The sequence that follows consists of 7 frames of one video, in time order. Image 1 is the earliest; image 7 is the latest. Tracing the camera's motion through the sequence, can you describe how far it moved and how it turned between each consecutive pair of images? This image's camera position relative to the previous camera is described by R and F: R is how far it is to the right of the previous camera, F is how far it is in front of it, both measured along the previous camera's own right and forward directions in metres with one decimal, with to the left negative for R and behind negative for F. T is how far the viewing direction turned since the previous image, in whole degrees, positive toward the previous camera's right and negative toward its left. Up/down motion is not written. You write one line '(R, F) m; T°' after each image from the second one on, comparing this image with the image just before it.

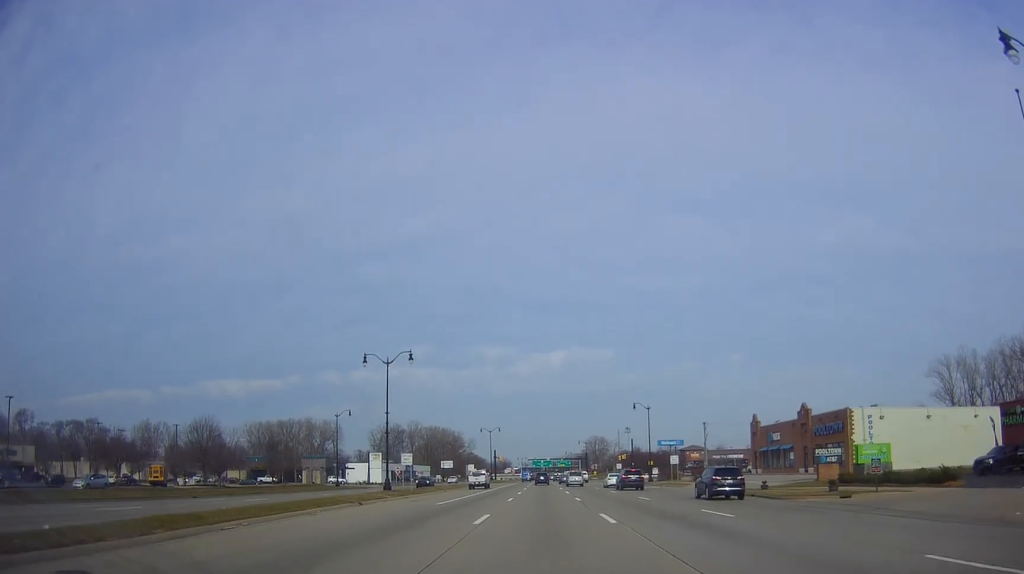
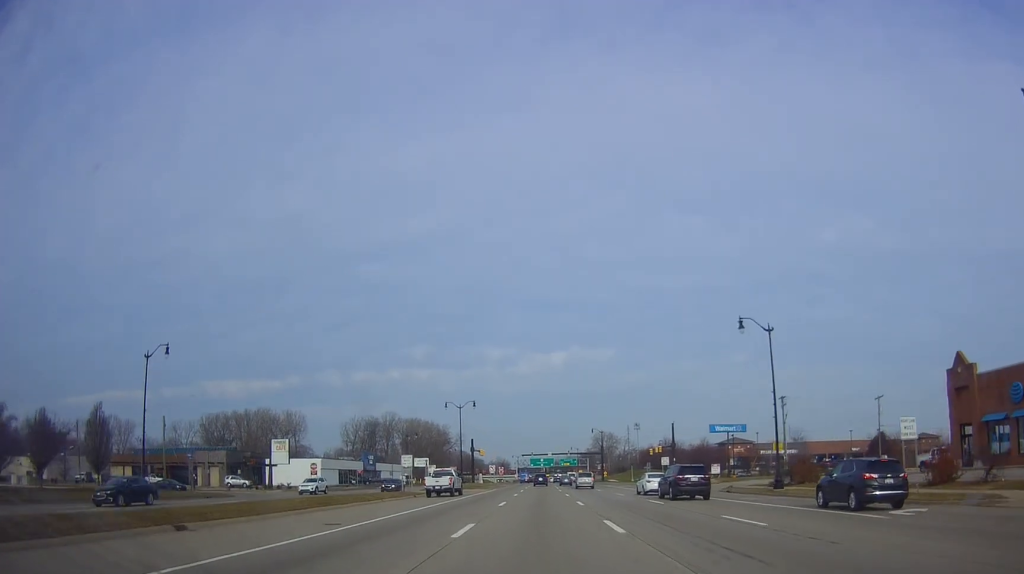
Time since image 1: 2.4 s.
(+0.9, +48.6) m; -1°
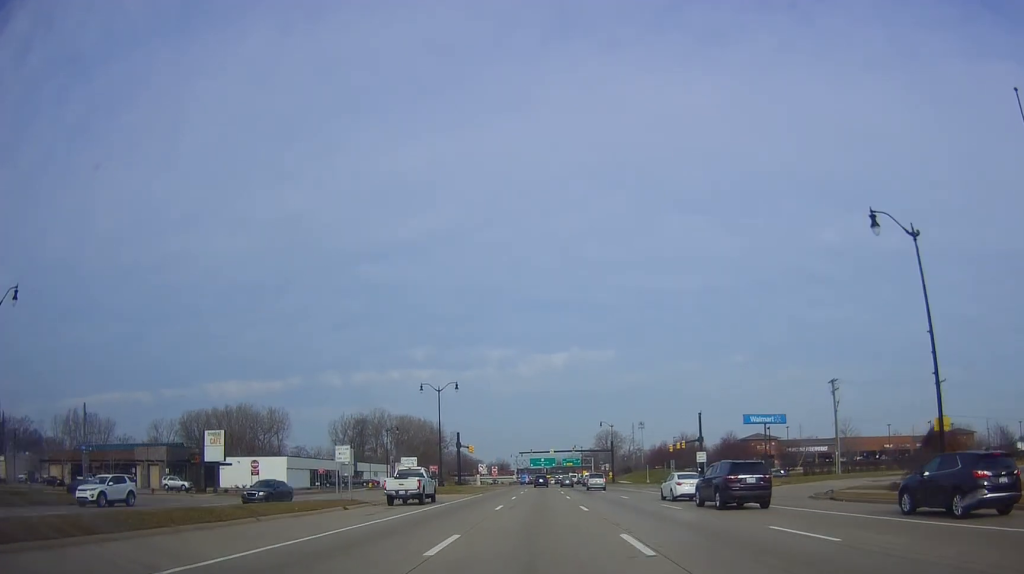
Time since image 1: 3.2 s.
(-0.6, +18.2) m; 0°
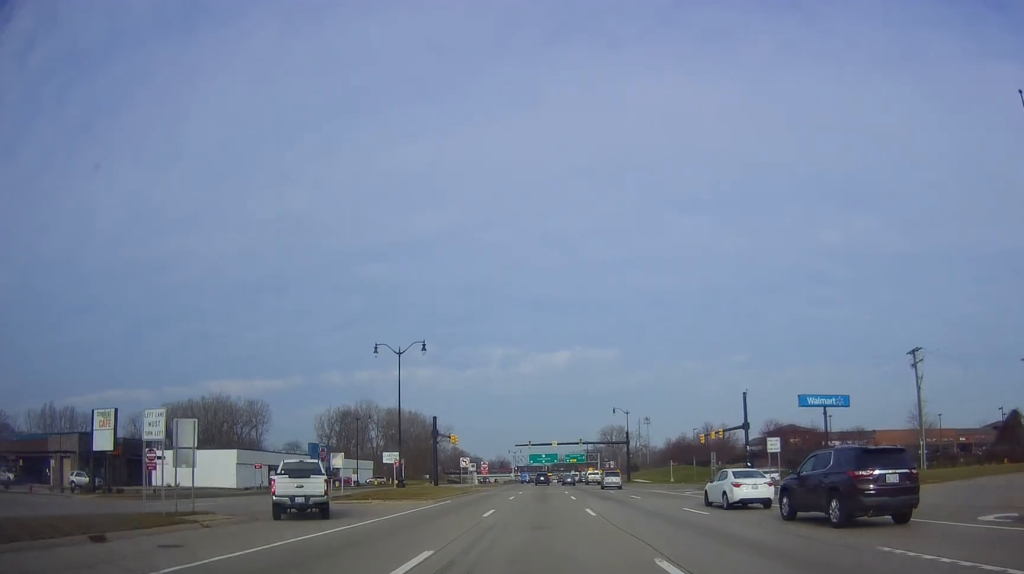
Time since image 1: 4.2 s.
(+0.4, +19.5) m; +2°
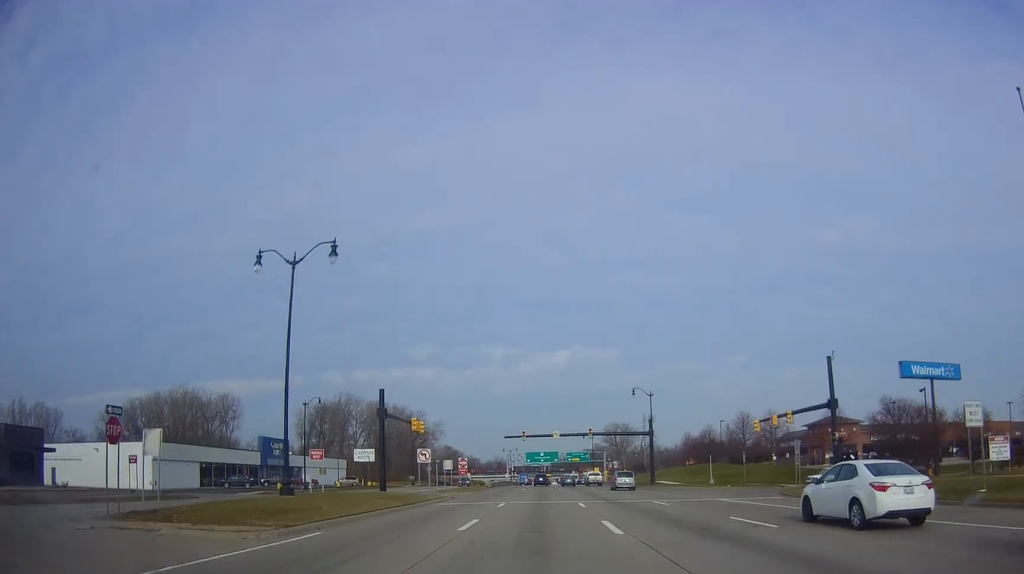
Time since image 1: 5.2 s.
(+0.2, +21.7) m; +1°
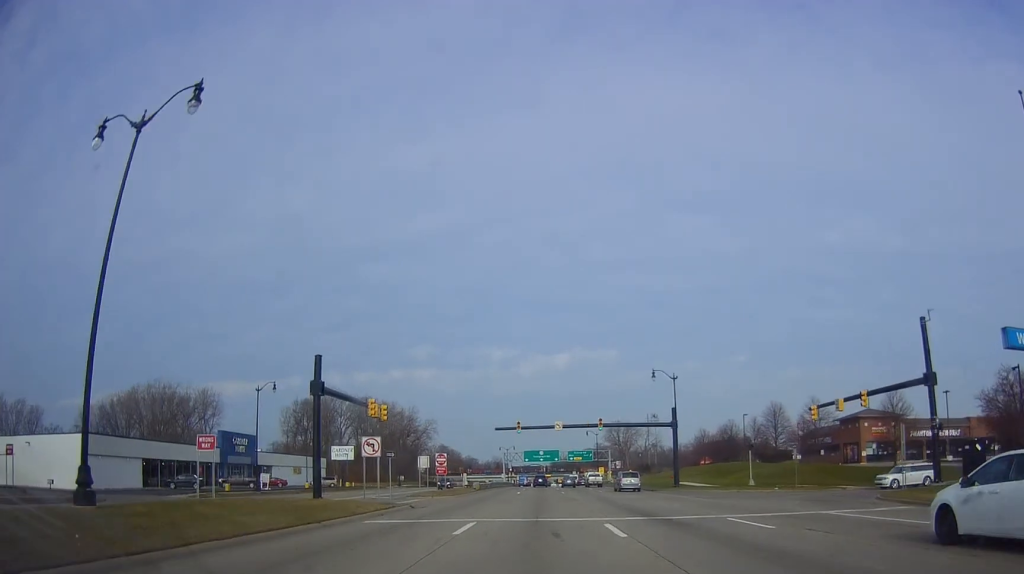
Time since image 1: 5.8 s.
(0.0, +13.4) m; 0°
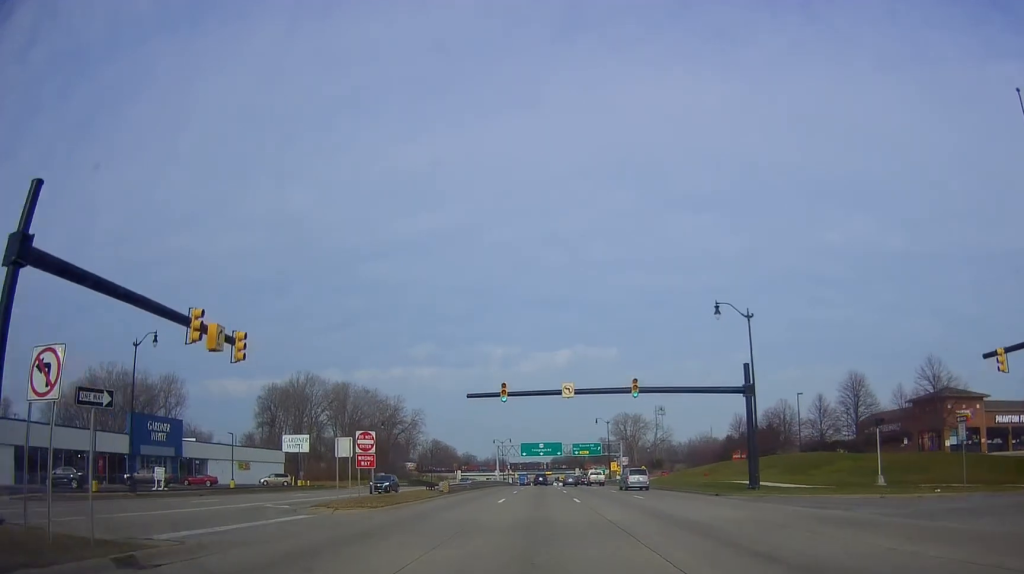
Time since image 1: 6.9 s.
(-0.2, +22.1) m; -1°
